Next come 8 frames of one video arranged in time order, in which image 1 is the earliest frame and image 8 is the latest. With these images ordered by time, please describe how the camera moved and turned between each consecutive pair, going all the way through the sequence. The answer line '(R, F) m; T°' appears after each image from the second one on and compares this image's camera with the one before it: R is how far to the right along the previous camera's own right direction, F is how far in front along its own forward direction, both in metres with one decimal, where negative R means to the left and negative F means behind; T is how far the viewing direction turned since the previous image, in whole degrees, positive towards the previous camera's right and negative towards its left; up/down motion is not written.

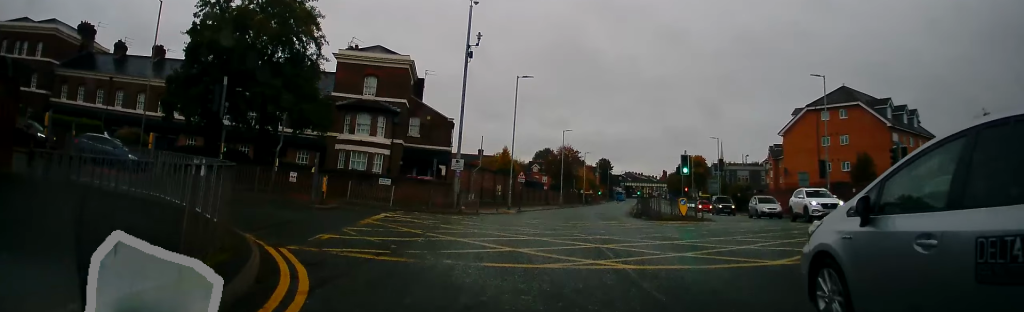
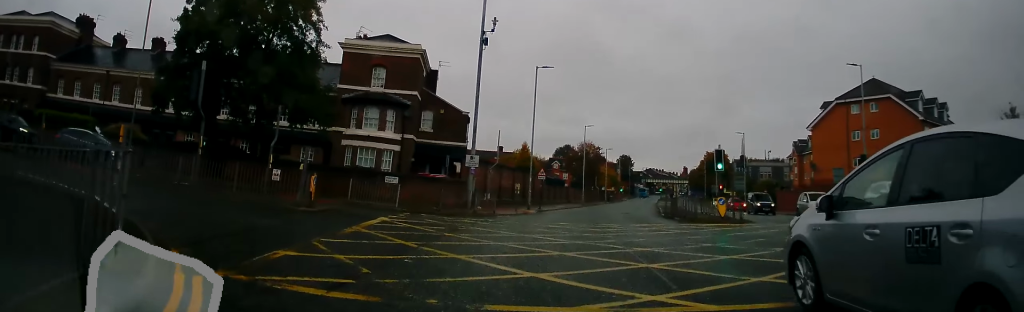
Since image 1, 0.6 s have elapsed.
(-0.1, +2.9) m; -4°
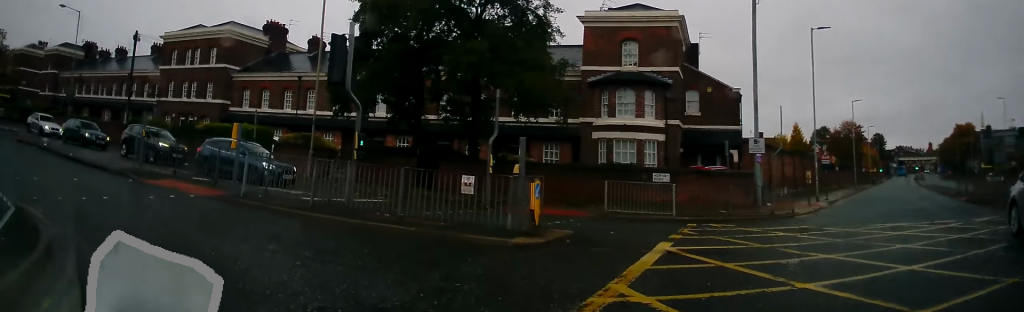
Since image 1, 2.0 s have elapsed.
(-1.2, +6.7) m; -28°
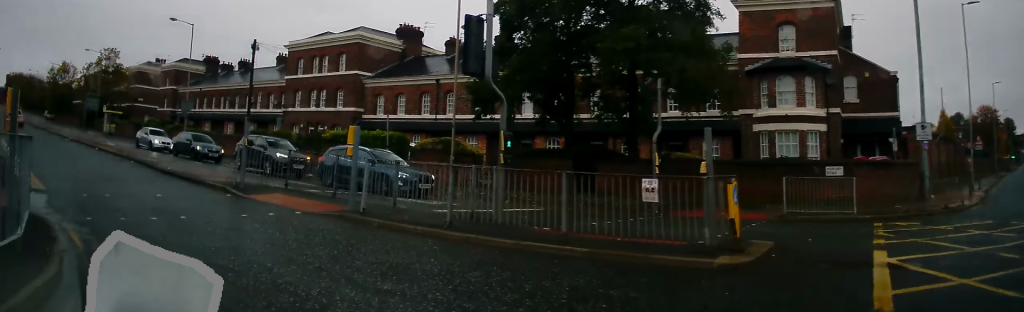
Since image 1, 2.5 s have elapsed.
(-0.2, +2.2) m; -14°
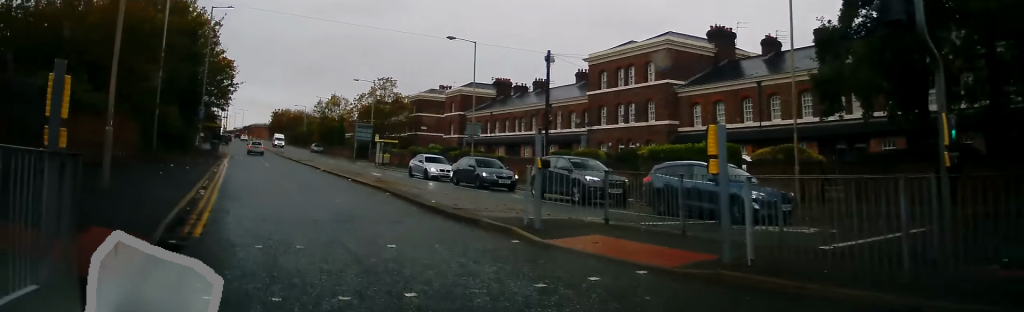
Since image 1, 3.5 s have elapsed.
(-1.1, +4.2) m; -25°
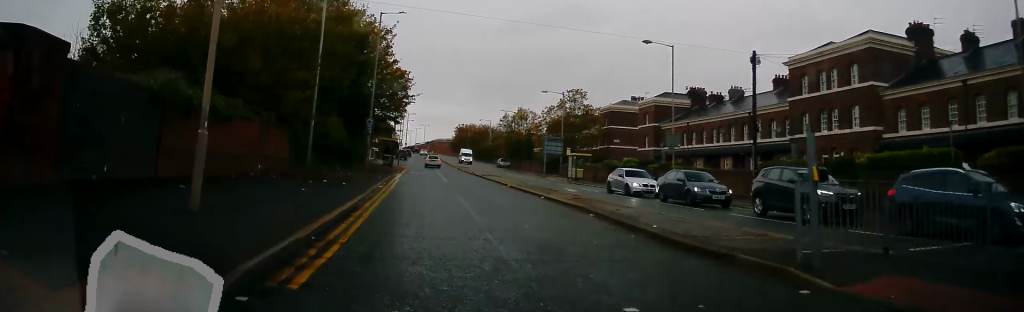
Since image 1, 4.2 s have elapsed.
(-0.4, +3.1) m; -11°
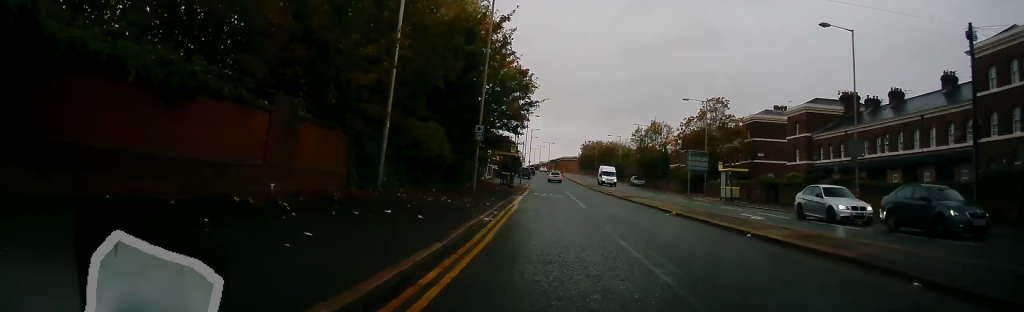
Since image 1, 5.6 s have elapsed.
(-1.2, +7.8) m; -15°
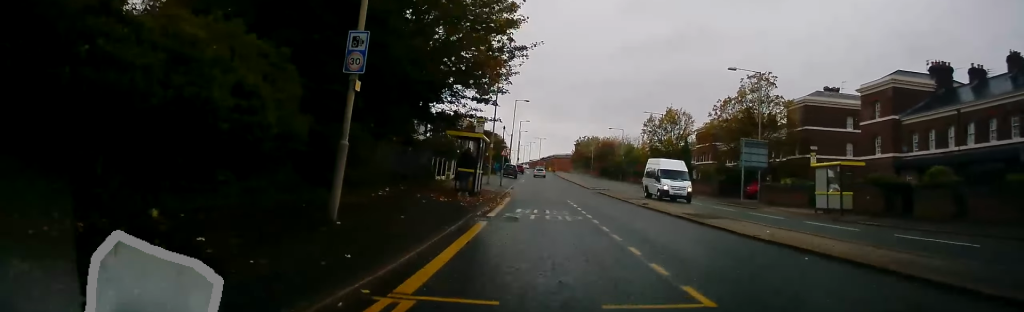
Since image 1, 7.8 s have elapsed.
(+0.4, +17.1) m; -1°
